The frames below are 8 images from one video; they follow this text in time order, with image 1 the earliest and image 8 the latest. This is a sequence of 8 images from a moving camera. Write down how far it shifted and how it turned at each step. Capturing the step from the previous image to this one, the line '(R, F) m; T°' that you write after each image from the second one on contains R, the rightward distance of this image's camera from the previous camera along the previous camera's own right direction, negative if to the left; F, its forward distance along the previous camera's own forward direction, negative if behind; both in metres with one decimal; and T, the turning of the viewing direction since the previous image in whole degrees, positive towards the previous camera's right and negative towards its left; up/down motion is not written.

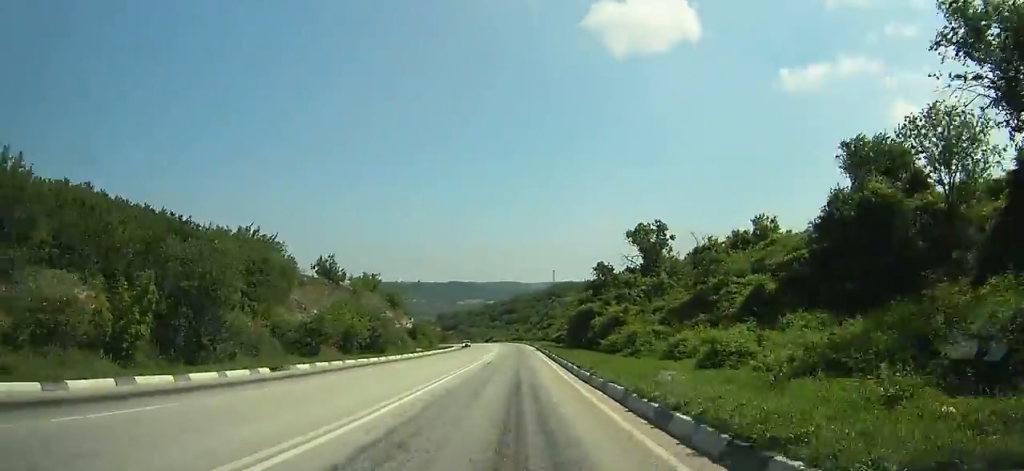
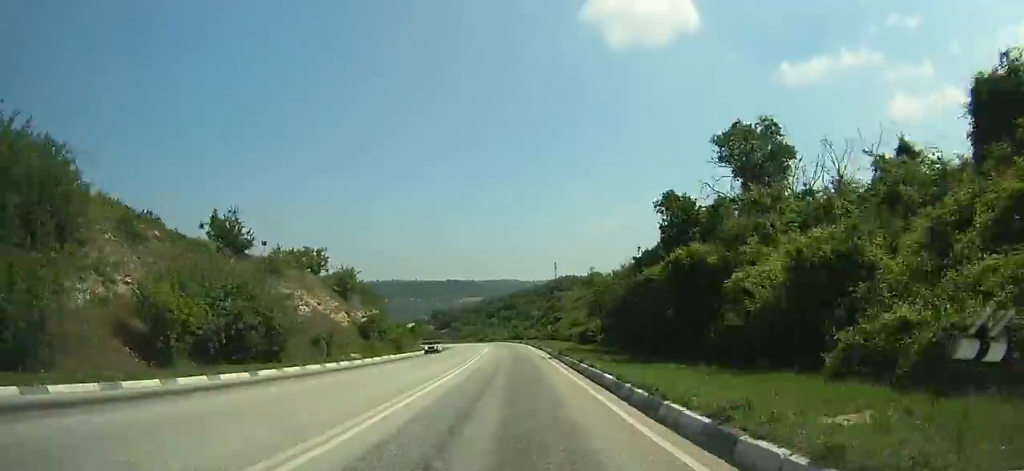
(0.0, +29.1) m; 0°
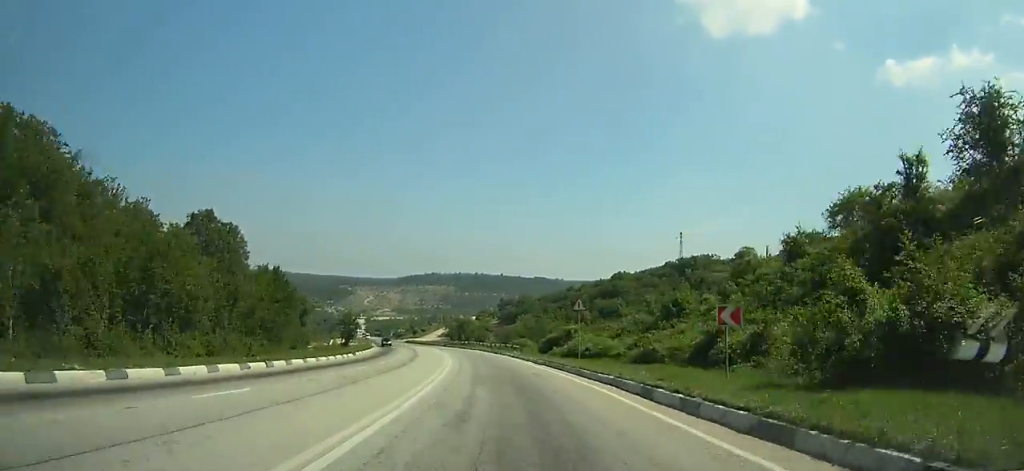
(-4.7, +109.9) m; -8°
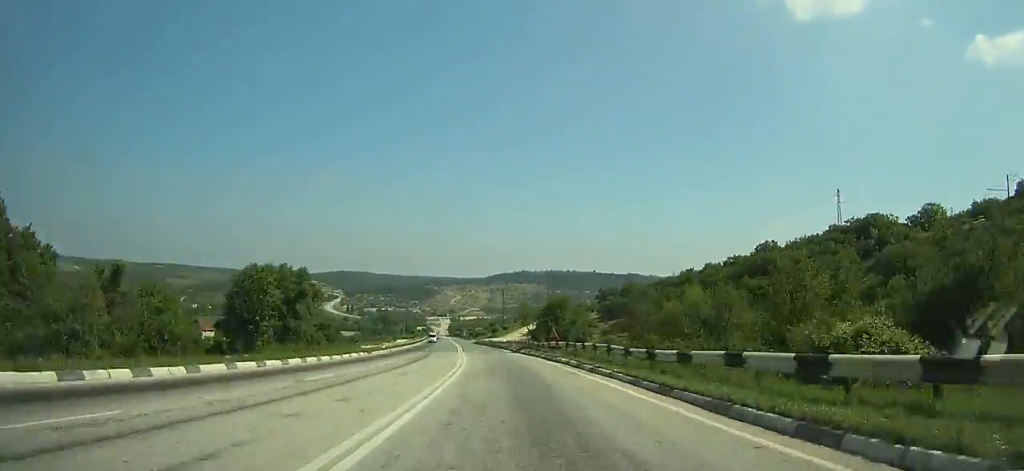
(-4.1, +57.2) m; -8°
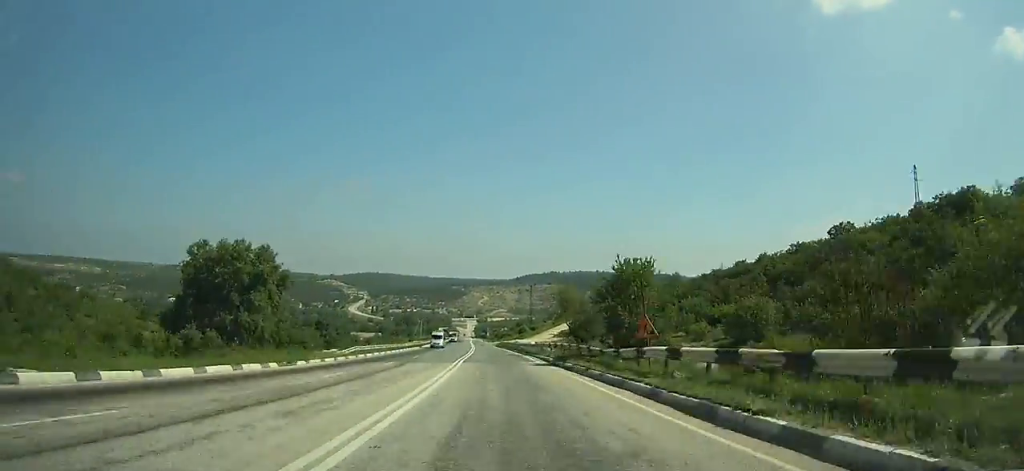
(-0.4, +23.9) m; -3°
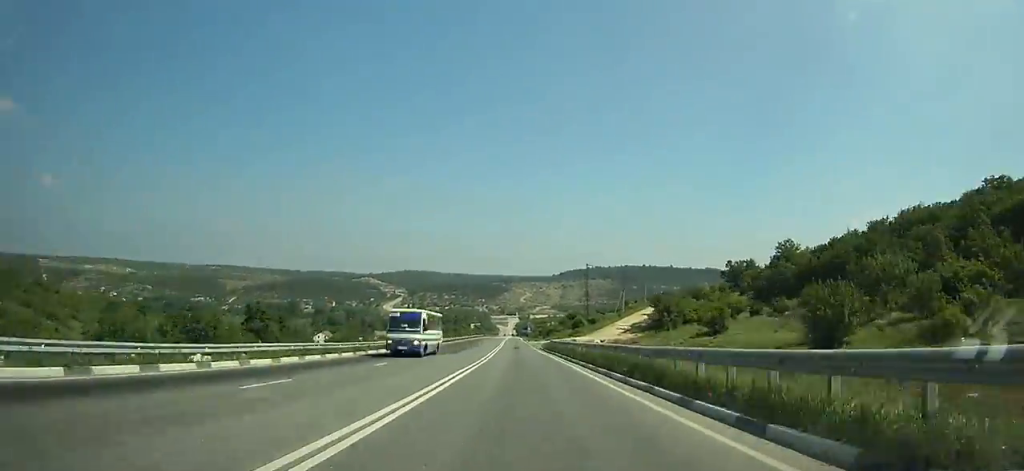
(-3.0, +57.9) m; -4°
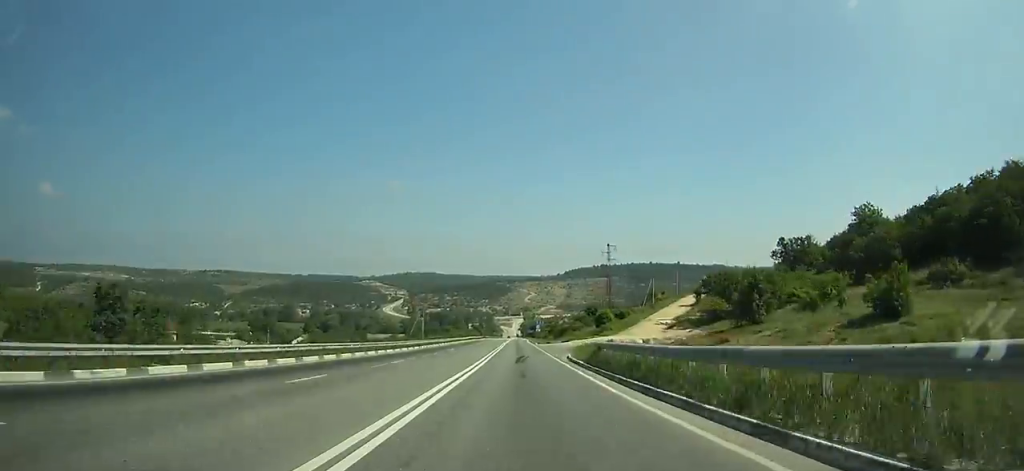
(-0.5, +34.2) m; -1°
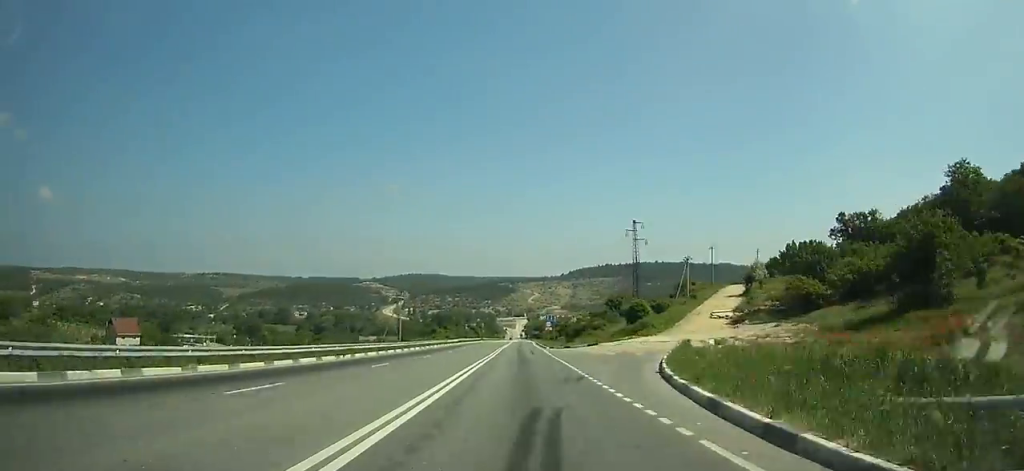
(-0.2, +27.3) m; 0°
